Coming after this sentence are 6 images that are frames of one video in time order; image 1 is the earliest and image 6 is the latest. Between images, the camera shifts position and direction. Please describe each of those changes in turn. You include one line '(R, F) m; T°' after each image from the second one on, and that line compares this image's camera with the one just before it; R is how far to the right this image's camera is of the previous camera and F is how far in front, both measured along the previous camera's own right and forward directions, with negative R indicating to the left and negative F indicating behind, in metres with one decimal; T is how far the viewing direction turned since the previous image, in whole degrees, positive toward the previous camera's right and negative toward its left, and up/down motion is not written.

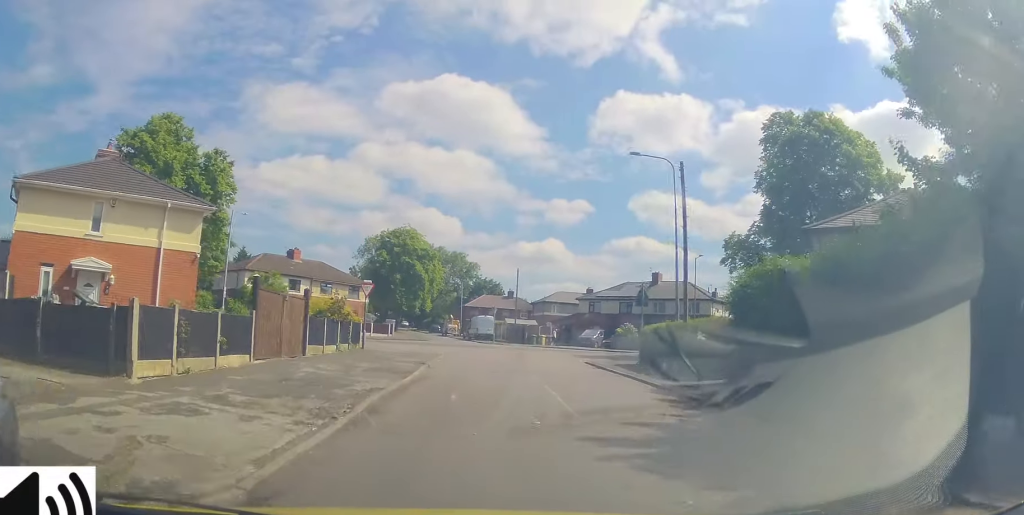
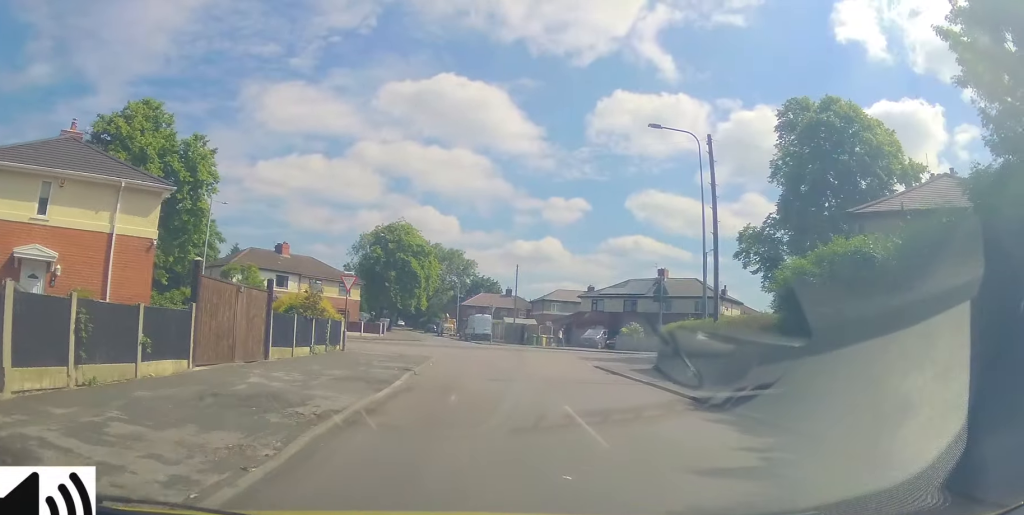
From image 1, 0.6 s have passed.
(0.0, +3.0) m; +2°
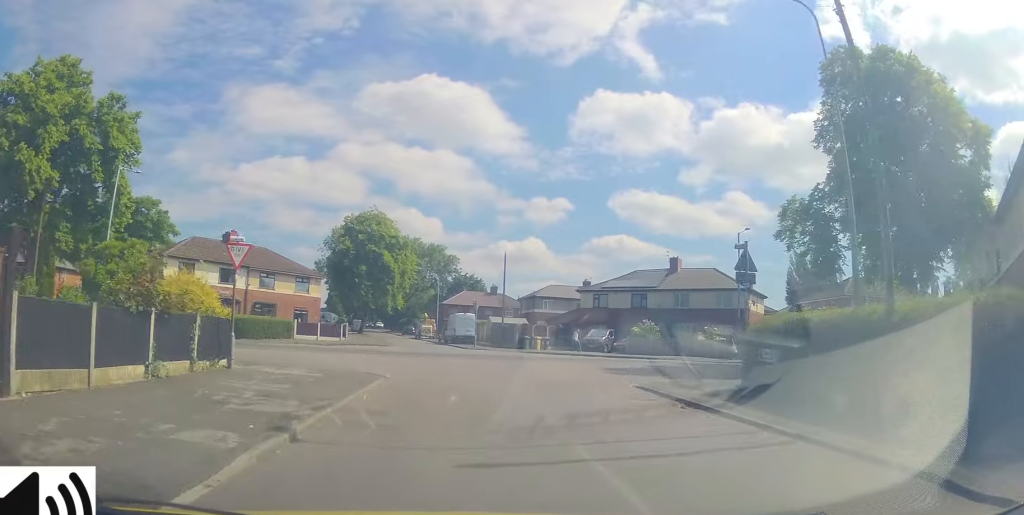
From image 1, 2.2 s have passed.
(+0.7, +8.8) m; +7°
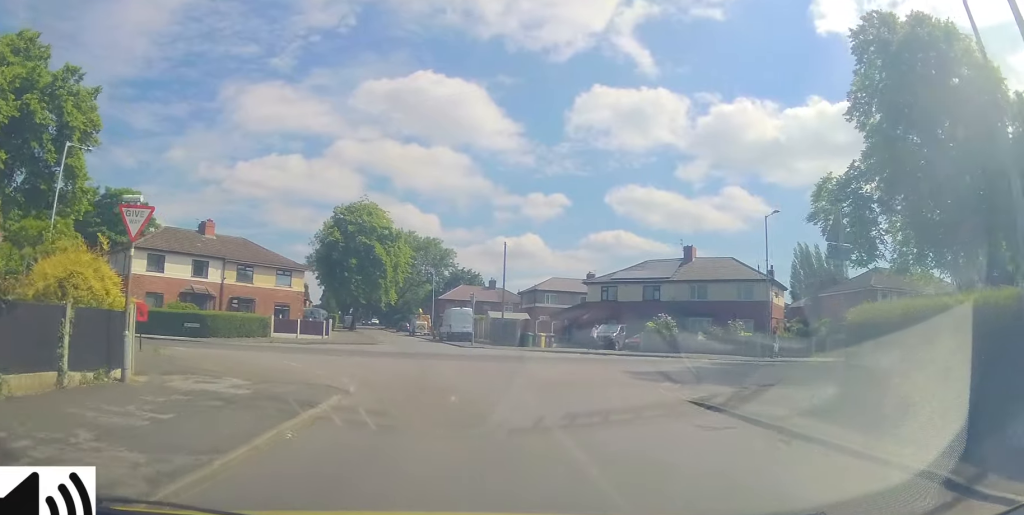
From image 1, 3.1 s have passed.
(-0.1, +4.6) m; -2°
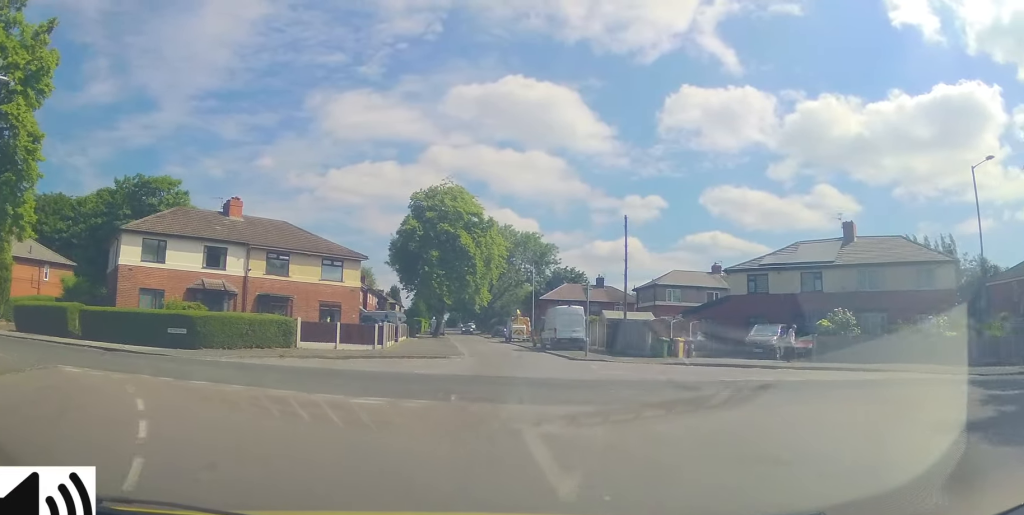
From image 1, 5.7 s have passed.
(-0.8, +12.4) m; -11°
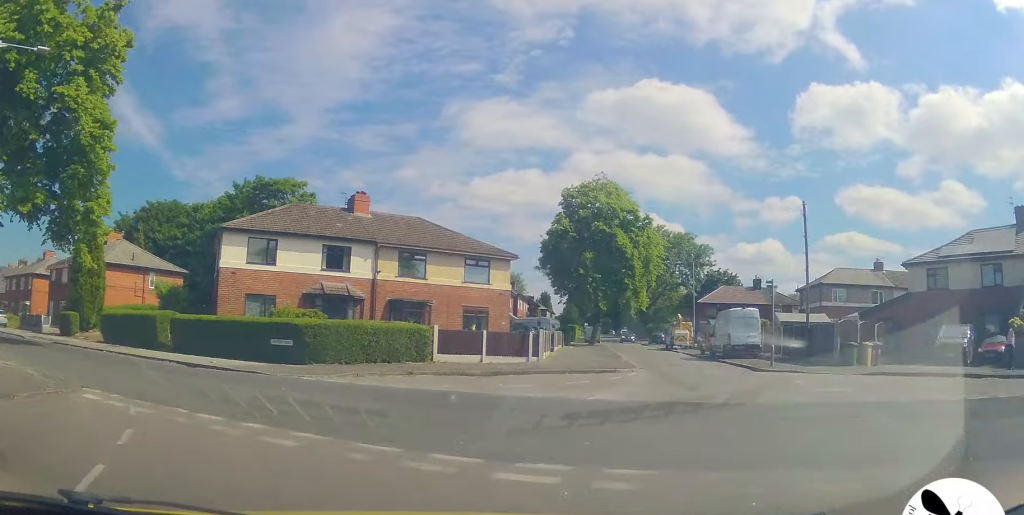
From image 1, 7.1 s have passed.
(-0.4, +5.2) m; -13°
